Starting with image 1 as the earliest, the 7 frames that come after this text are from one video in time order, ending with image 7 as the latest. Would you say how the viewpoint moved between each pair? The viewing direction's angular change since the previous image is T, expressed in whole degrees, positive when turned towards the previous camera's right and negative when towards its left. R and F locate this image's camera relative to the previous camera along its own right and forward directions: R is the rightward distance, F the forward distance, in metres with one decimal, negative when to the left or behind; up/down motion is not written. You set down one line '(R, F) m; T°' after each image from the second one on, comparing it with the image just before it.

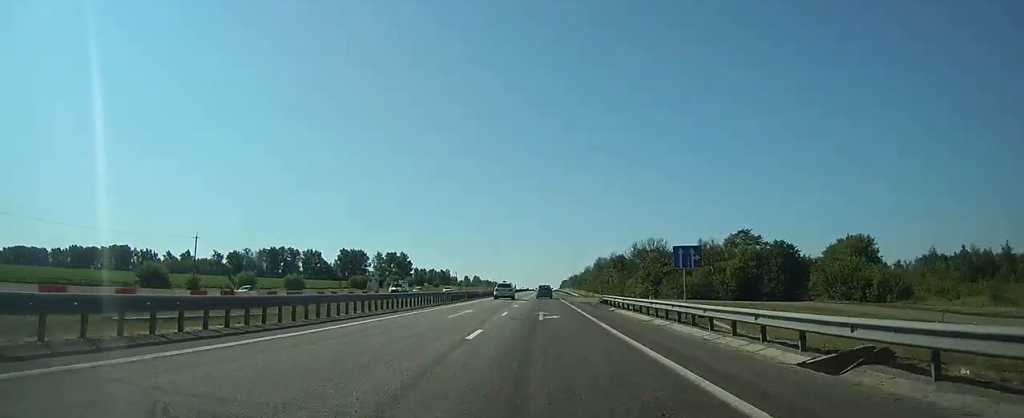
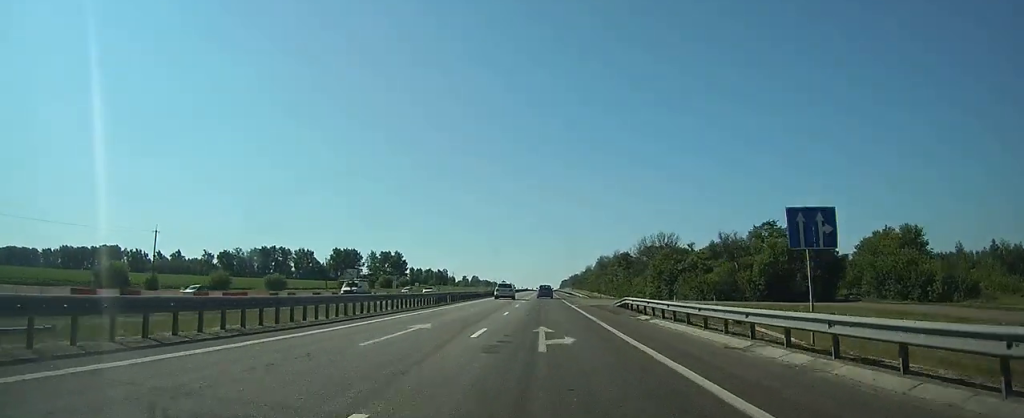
(0.0, +11.3) m; 0°
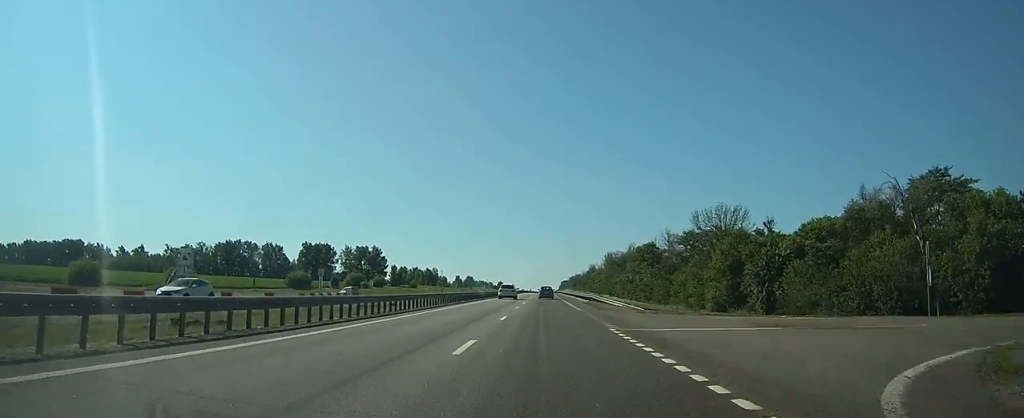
(-0.1, +39.9) m; 0°
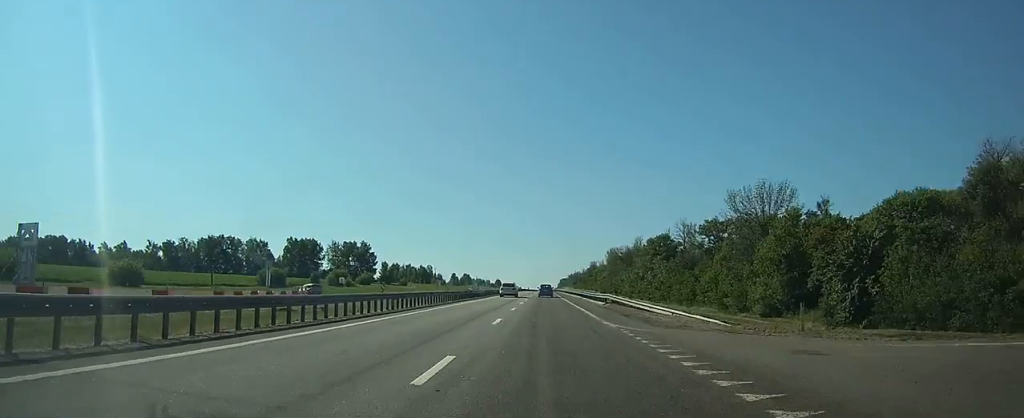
(0.0, +15.6) m; 0°
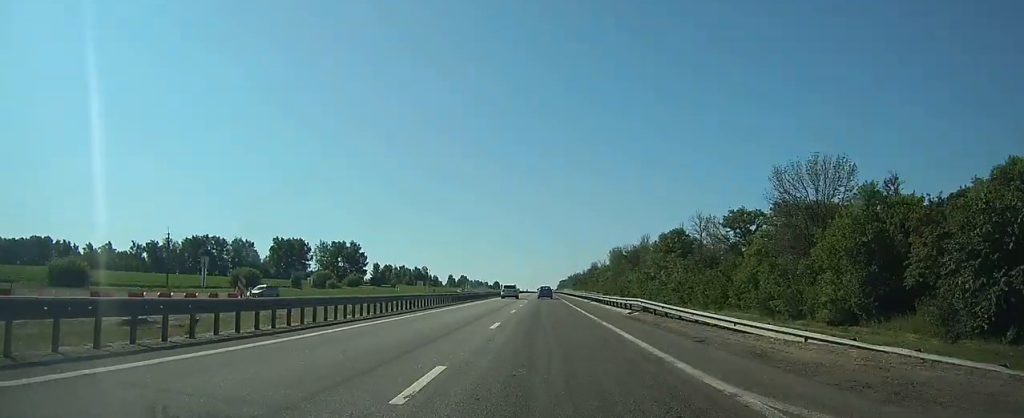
(0.0, +13.0) m; 0°
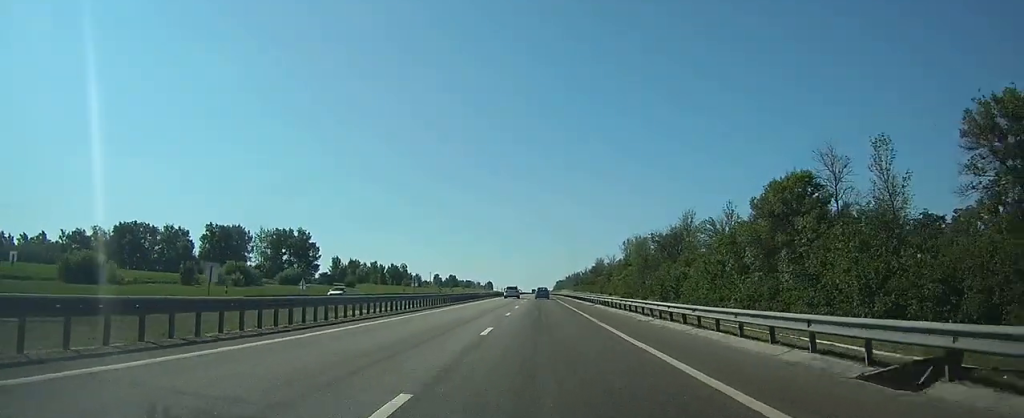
(0.0, +50.2) m; 0°
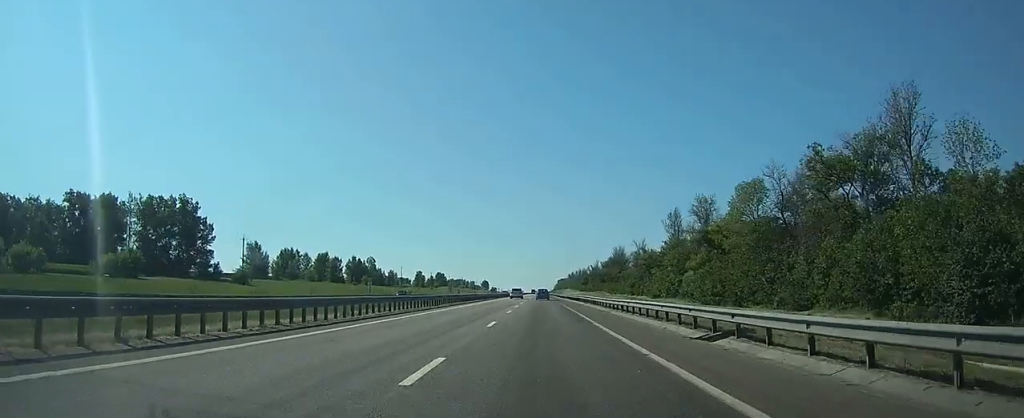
(+0.3, +67.9) m; 0°
